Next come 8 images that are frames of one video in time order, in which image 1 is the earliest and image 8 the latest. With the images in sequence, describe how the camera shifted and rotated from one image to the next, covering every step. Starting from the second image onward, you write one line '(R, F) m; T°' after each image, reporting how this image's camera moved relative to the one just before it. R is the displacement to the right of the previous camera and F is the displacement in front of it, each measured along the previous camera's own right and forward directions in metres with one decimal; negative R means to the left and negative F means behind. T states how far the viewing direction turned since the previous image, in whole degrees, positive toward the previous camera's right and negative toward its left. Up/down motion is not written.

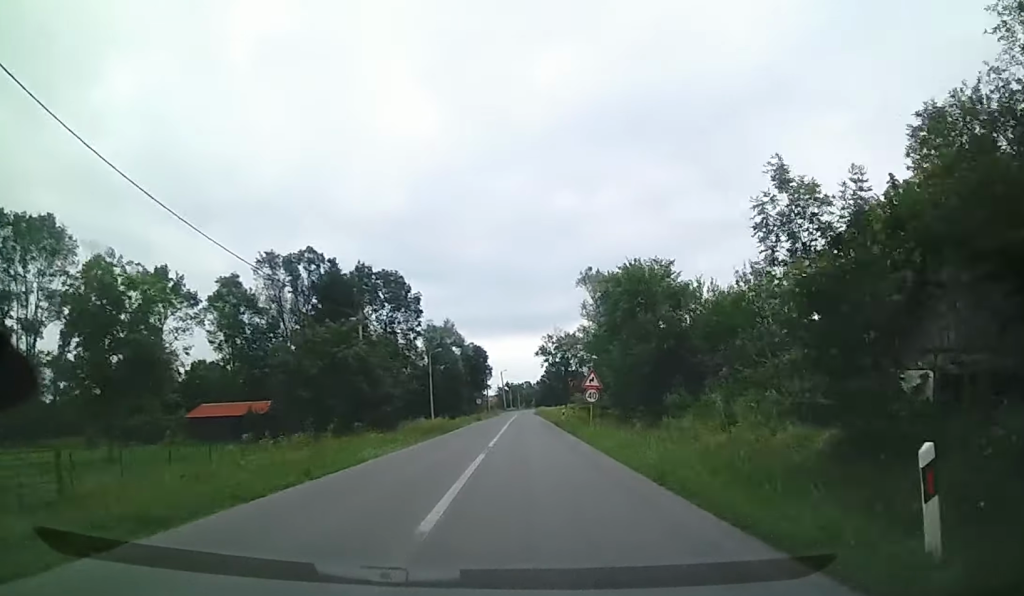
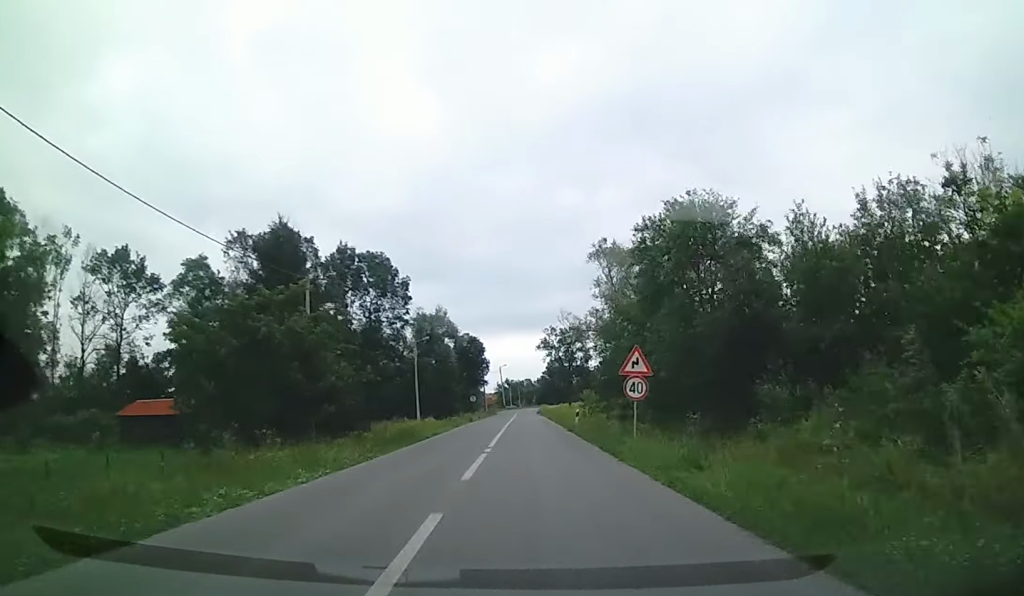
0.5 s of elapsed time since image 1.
(+0.1, +10.0) m; 0°
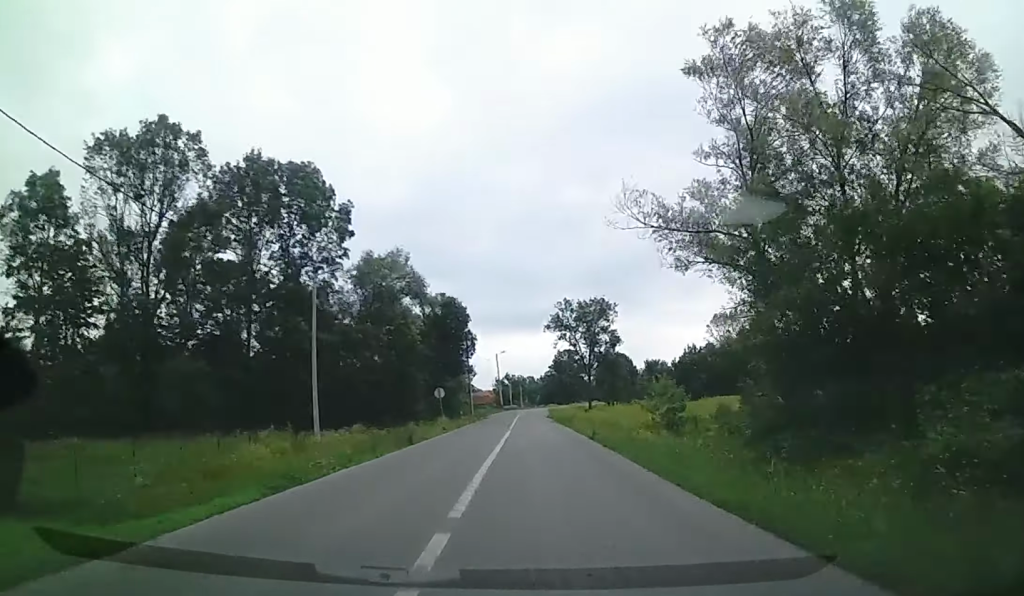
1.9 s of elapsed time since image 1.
(+0.1, +30.6) m; +2°
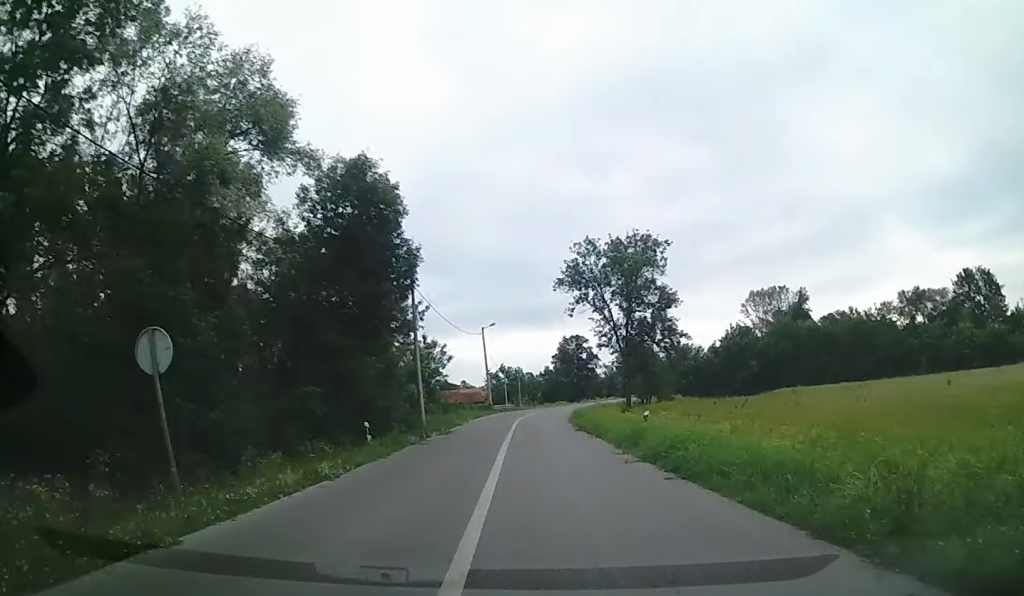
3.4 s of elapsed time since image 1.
(+0.6, +31.2) m; +1°
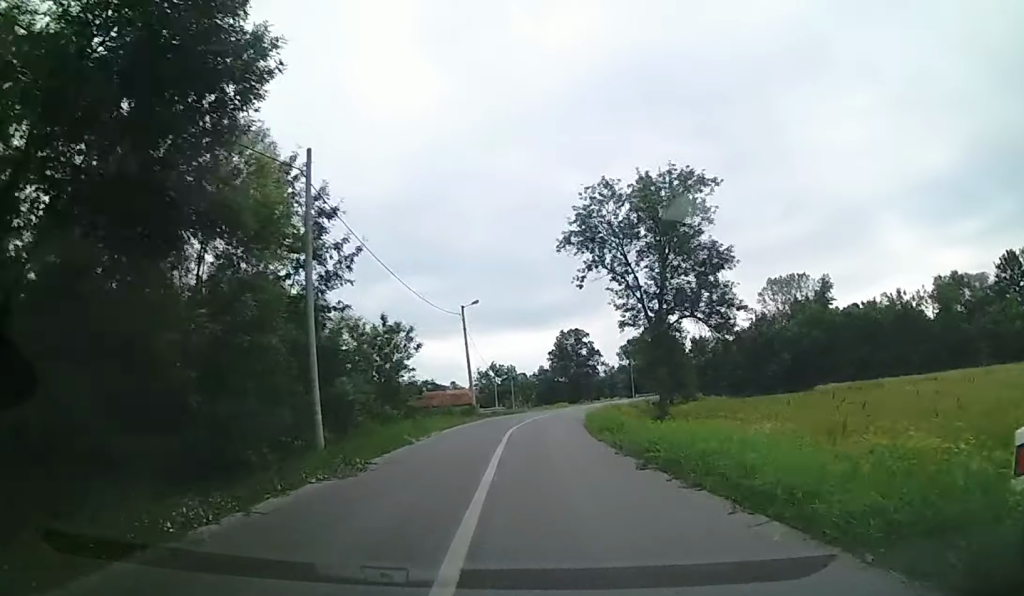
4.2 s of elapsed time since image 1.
(0.0, +15.4) m; 0°
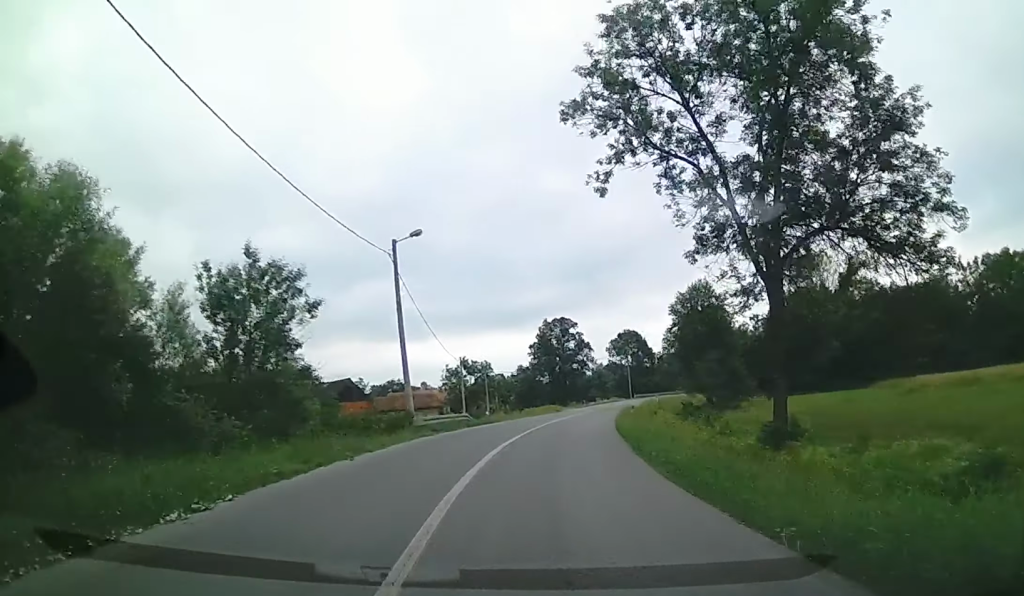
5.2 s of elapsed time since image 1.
(+0.1, +20.2) m; +3°
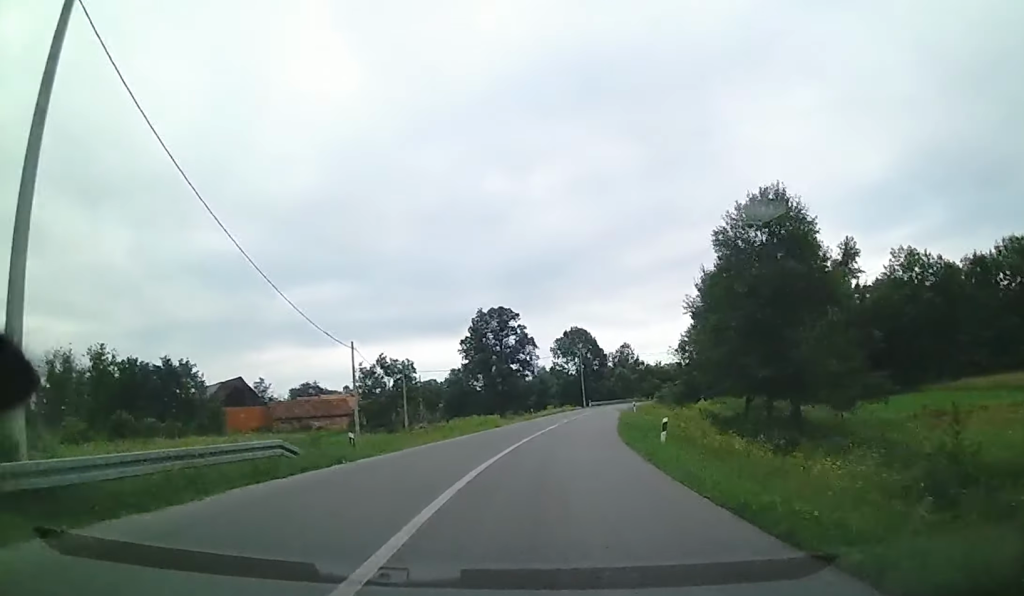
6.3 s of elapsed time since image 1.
(+0.9, +20.5) m; +7°
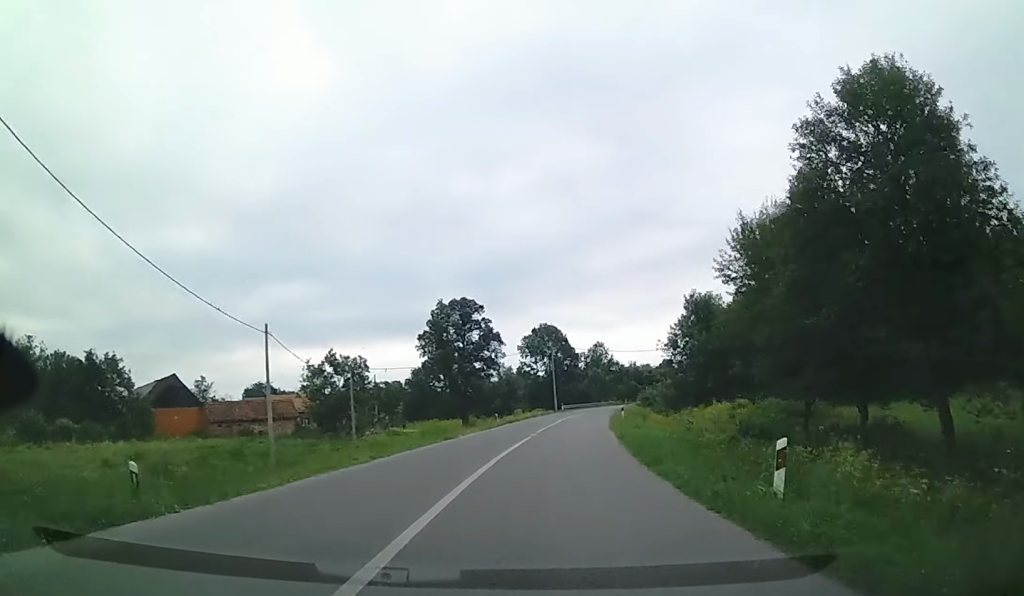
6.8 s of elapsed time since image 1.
(+0.4, +9.6) m; +3°
